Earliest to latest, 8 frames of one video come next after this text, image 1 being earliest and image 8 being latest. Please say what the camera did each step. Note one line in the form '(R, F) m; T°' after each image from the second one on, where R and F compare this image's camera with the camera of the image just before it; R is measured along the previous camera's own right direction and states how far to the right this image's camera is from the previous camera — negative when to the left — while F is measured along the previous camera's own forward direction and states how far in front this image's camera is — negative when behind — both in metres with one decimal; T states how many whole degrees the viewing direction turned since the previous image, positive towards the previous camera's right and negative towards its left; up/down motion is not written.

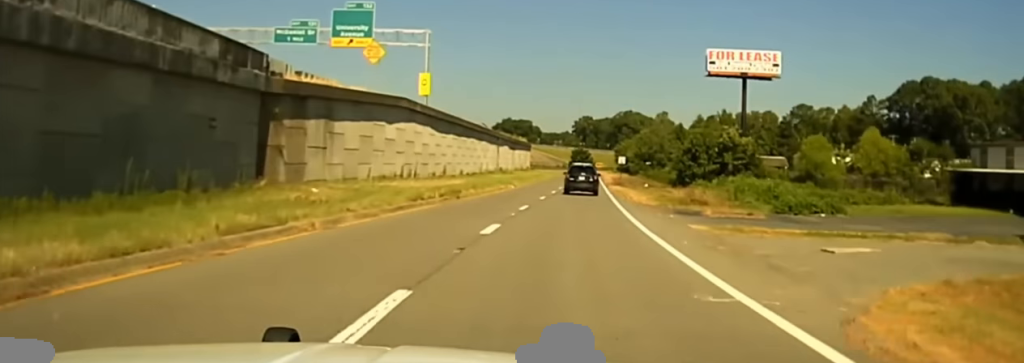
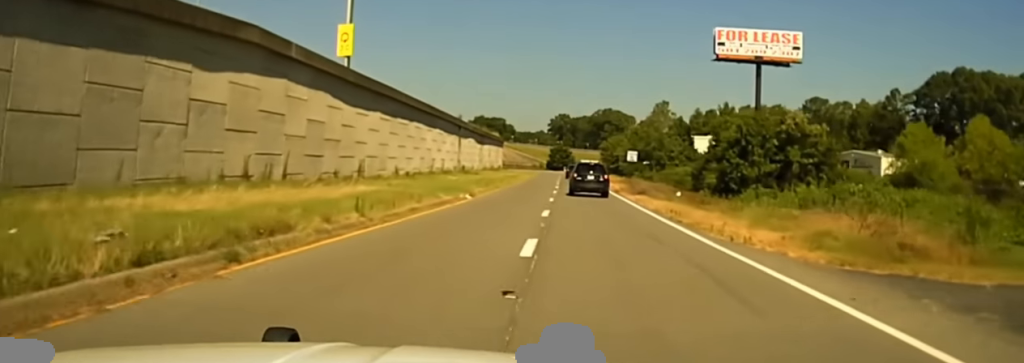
(+0.4, +27.4) m; +2°
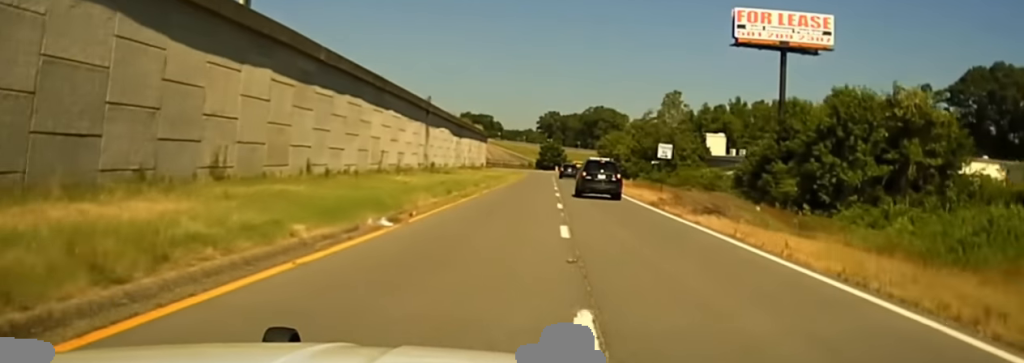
(+0.5, +18.8) m; +2°
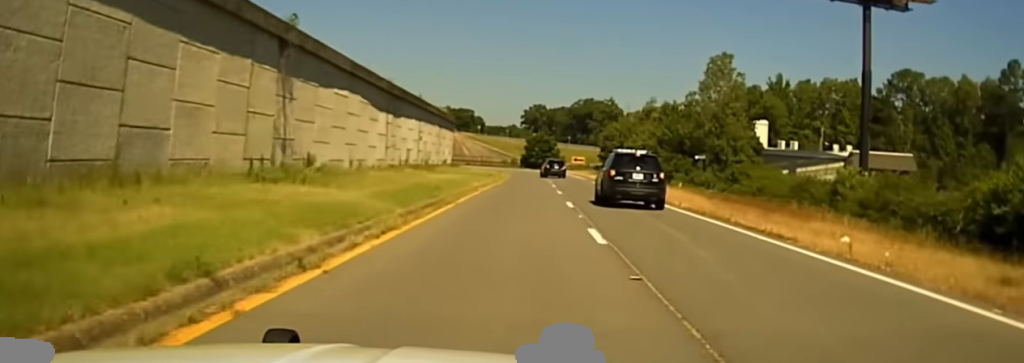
(+0.9, +34.2) m; +2°
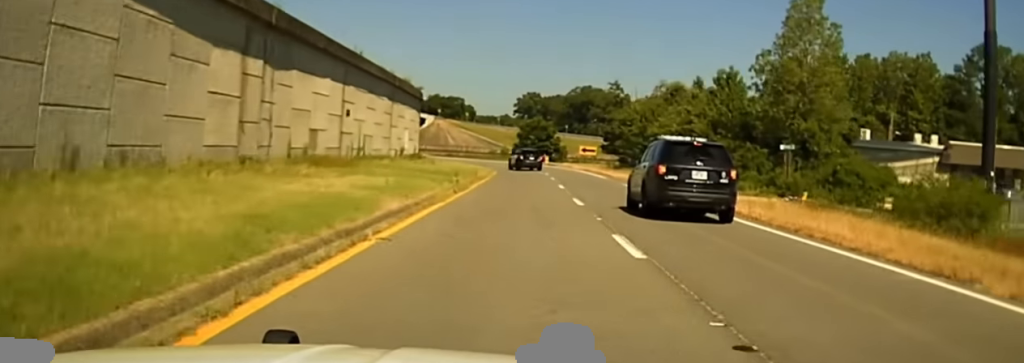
(+0.3, +24.7) m; +1°
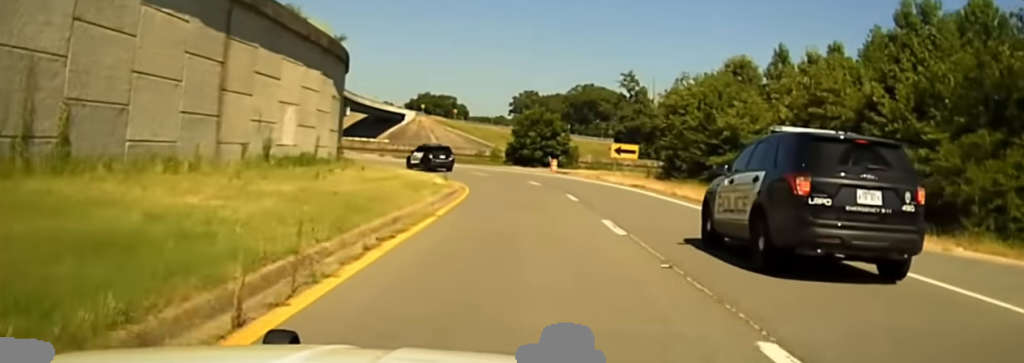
(0.0, +37.7) m; 0°
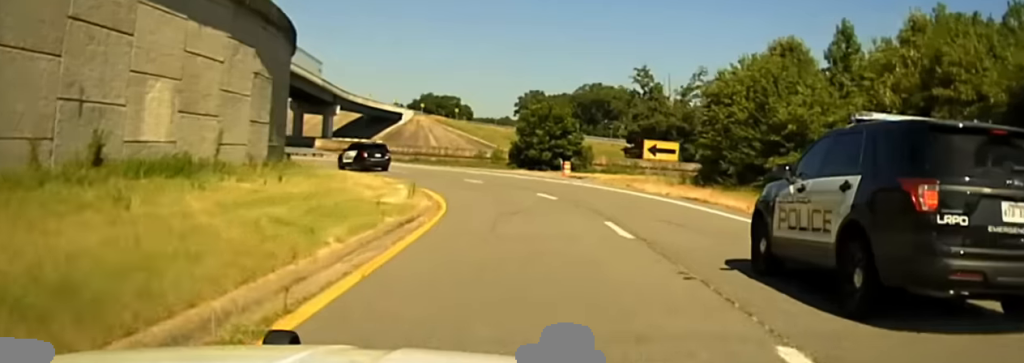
(0.0, +16.9) m; 0°
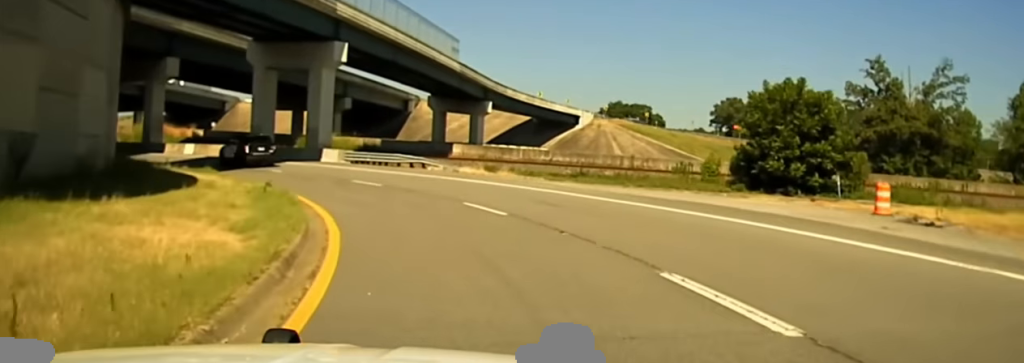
(-0.2, +43.3) m; -6°
